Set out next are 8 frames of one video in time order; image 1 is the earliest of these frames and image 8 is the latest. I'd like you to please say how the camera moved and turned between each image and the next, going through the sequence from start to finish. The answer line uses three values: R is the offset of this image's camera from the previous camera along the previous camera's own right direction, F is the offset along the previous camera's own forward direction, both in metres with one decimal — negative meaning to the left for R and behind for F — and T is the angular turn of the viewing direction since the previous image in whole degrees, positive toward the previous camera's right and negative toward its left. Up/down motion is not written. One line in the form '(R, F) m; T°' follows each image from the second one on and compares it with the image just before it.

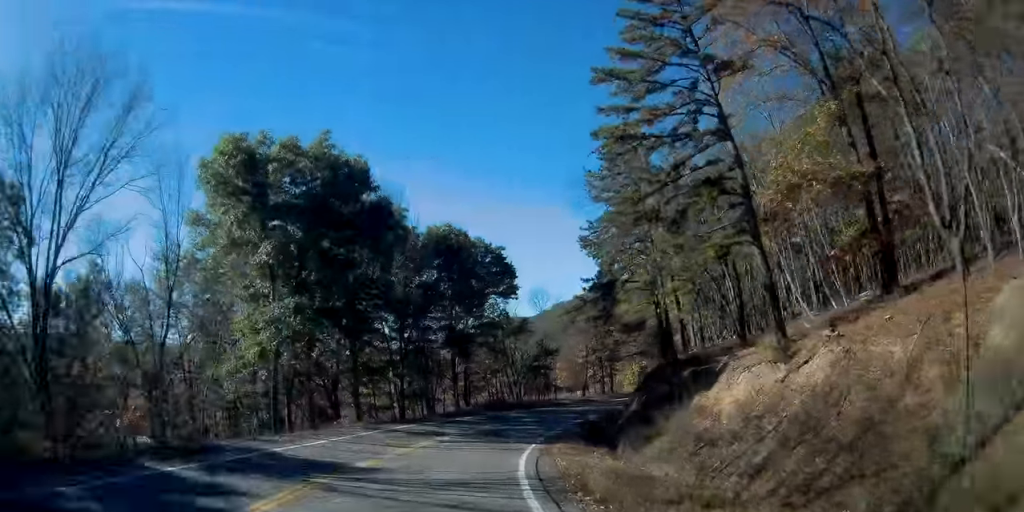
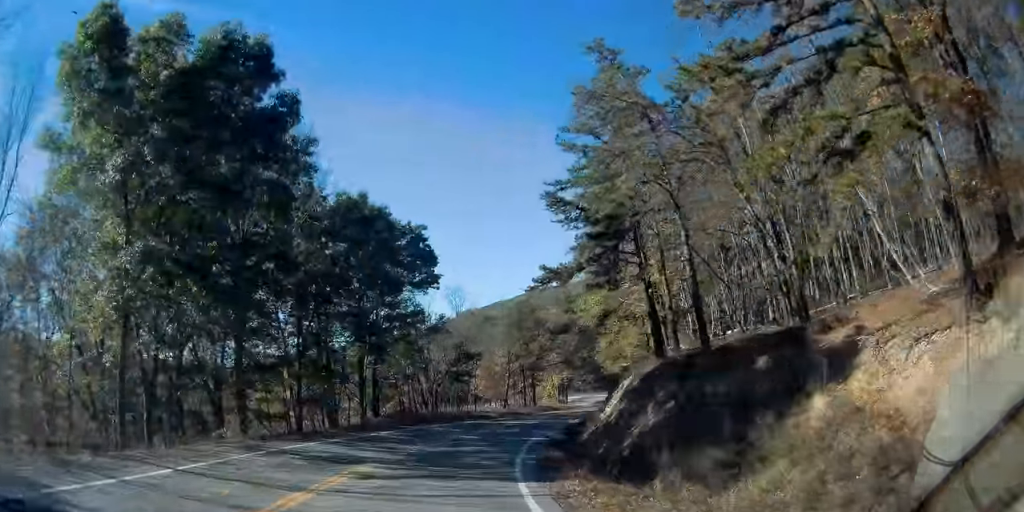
(+1.0, +10.4) m; +11°
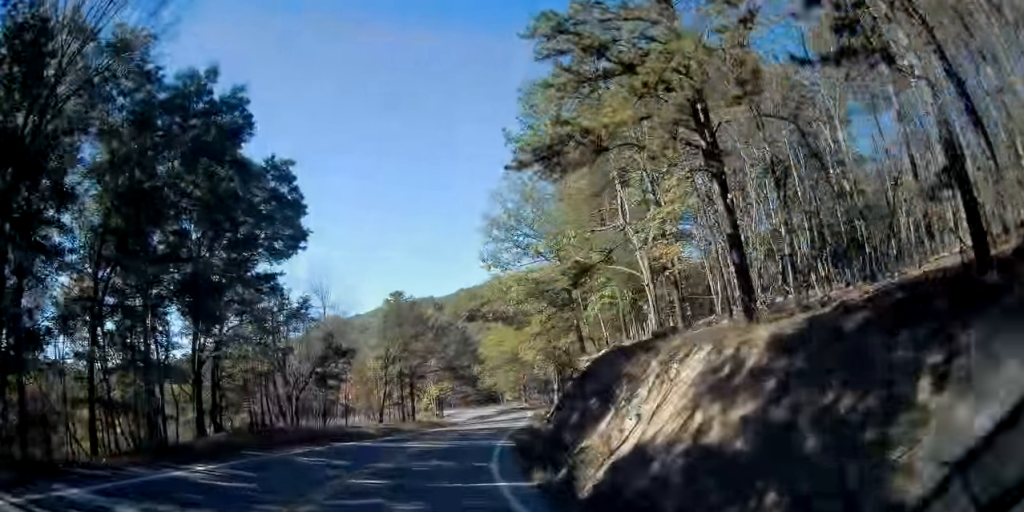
(+1.9, +14.9) m; +13°
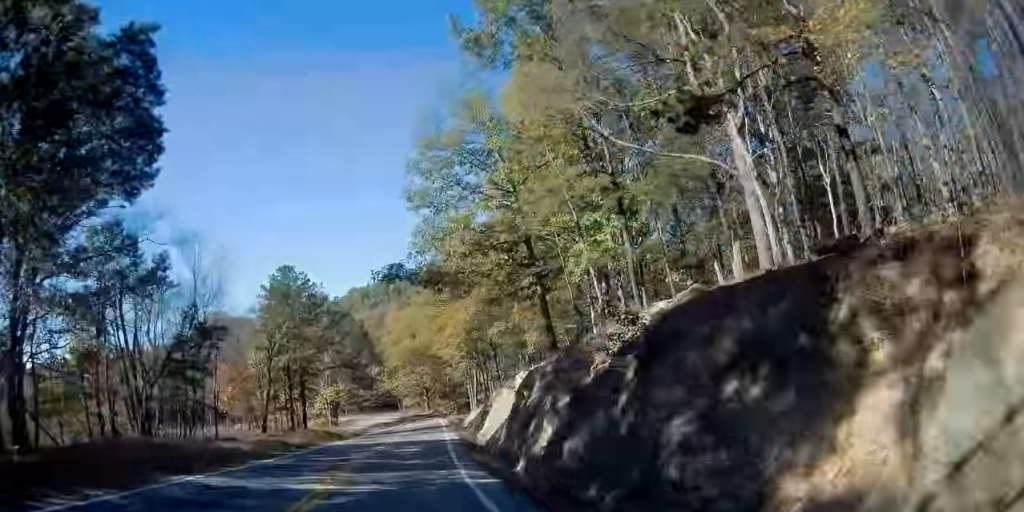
(+1.4, +13.6) m; +10°
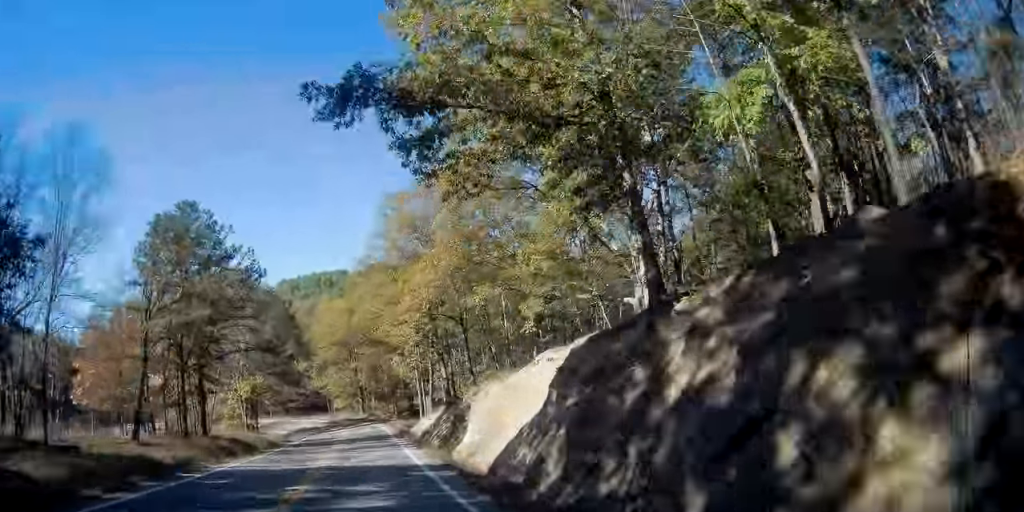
(+1.2, +15.6) m; +6°
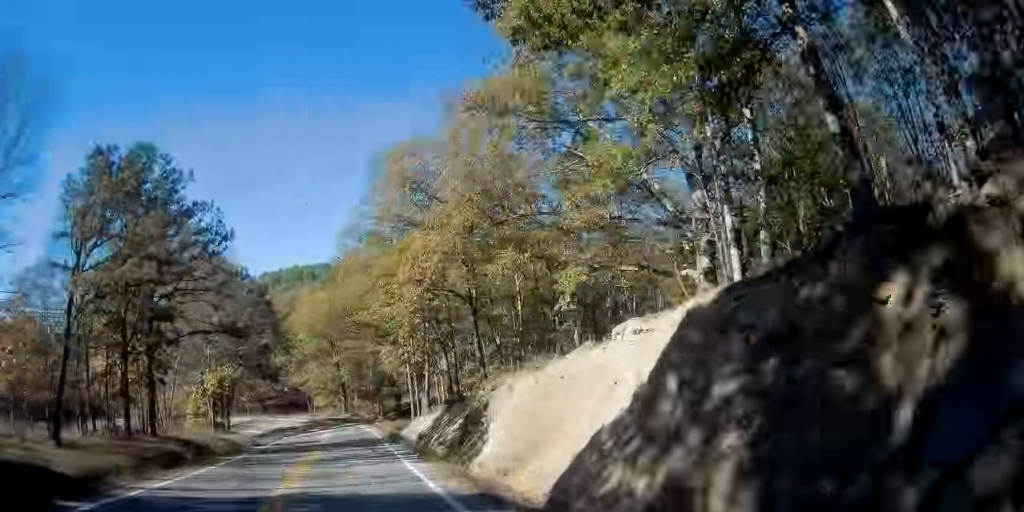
(+0.1, +7.7) m; +1°
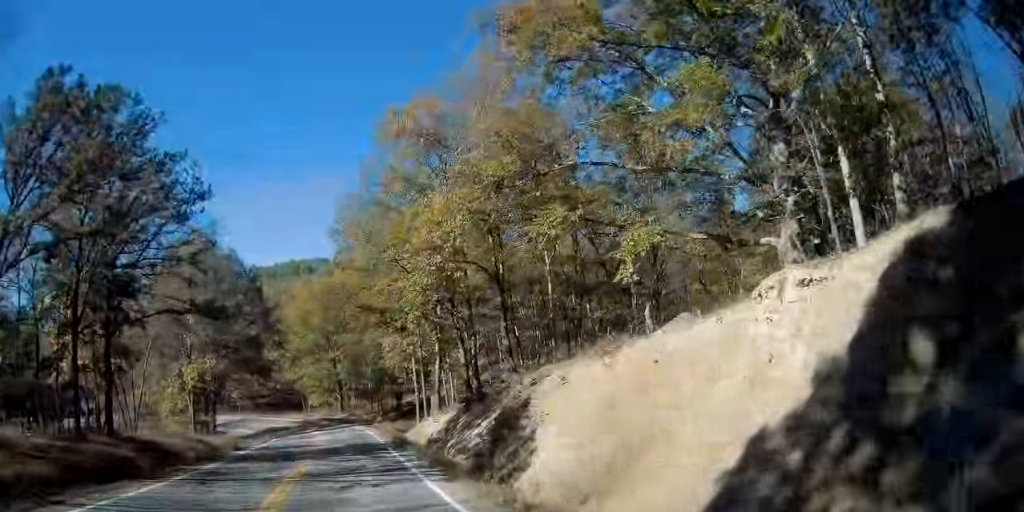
(+0.1, +6.1) m; 0°
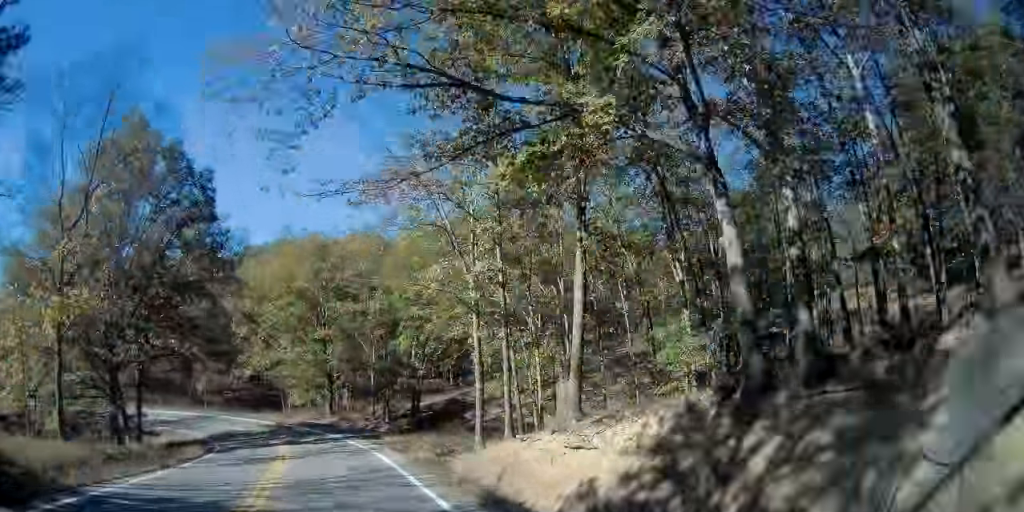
(0.0, +22.5) m; 0°
